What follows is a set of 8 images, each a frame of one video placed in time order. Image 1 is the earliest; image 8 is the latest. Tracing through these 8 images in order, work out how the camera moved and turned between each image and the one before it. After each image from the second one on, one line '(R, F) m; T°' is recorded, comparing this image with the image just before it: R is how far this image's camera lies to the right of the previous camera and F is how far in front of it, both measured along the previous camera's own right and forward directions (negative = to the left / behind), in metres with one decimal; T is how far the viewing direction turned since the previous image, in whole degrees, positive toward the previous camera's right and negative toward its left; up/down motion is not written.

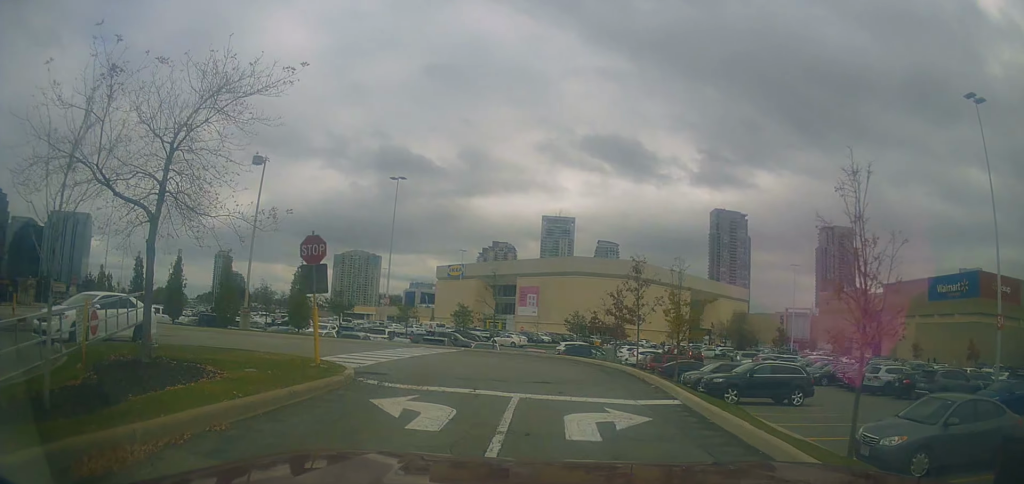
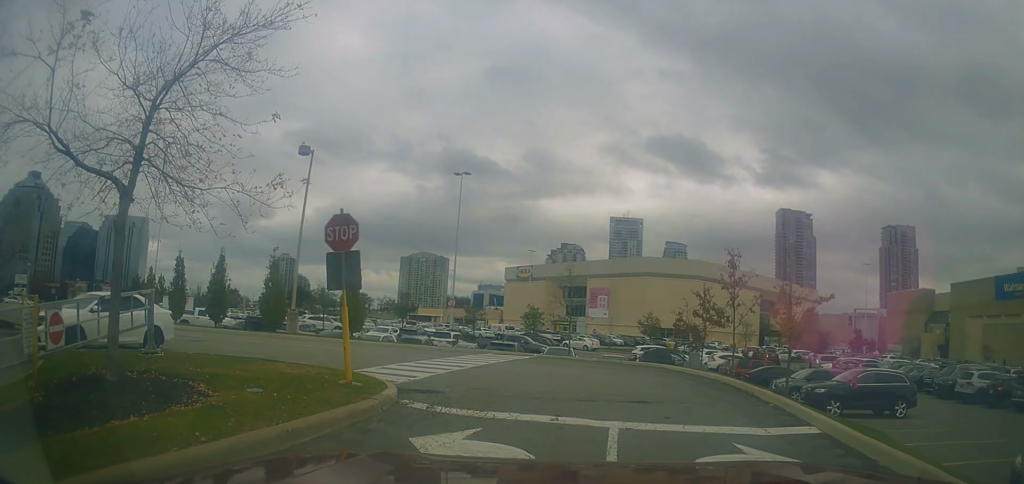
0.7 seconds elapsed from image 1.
(-0.6, +3.2) m; -6°
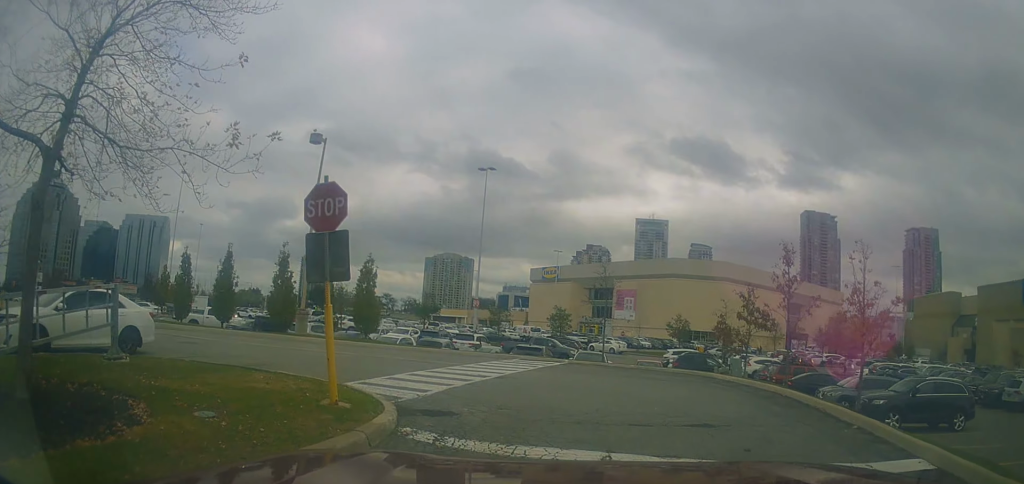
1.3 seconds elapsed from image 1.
(-0.2, +2.8) m; -4°
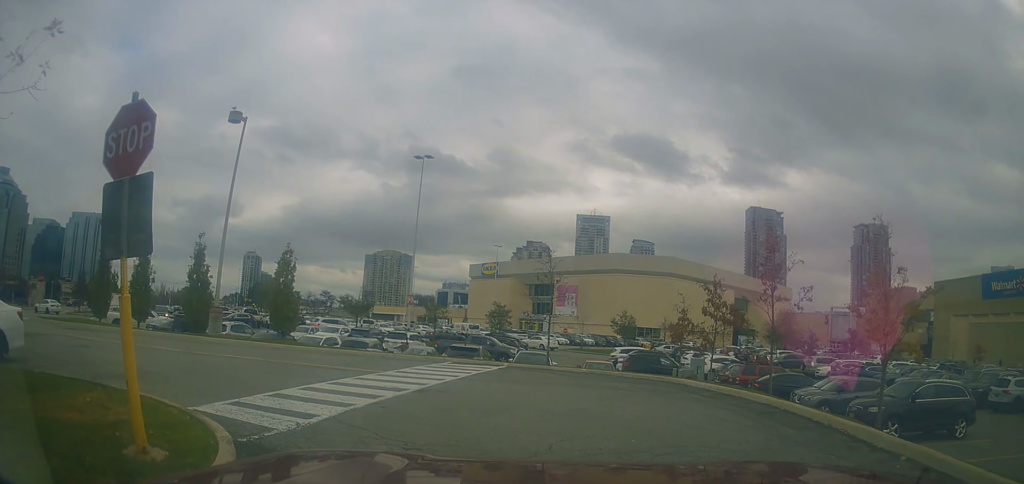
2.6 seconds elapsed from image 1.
(-0.1, +4.2) m; +1°
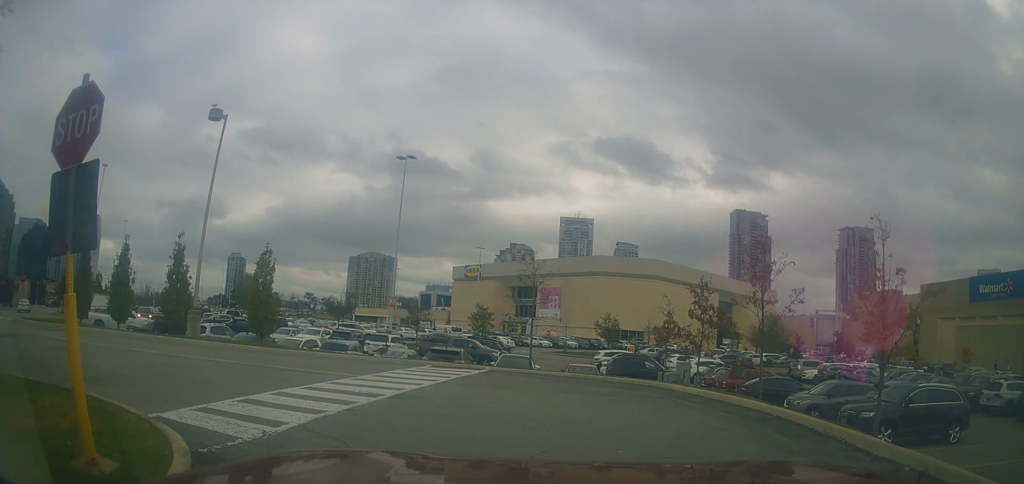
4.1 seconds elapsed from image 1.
(+0.4, +2.3) m; +2°
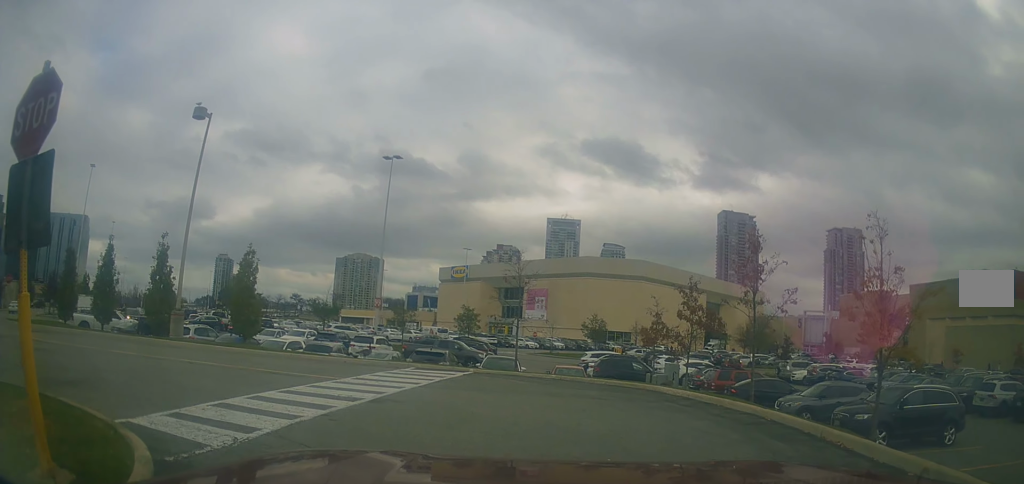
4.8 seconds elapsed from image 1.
(+0.1, +0.3) m; 0°
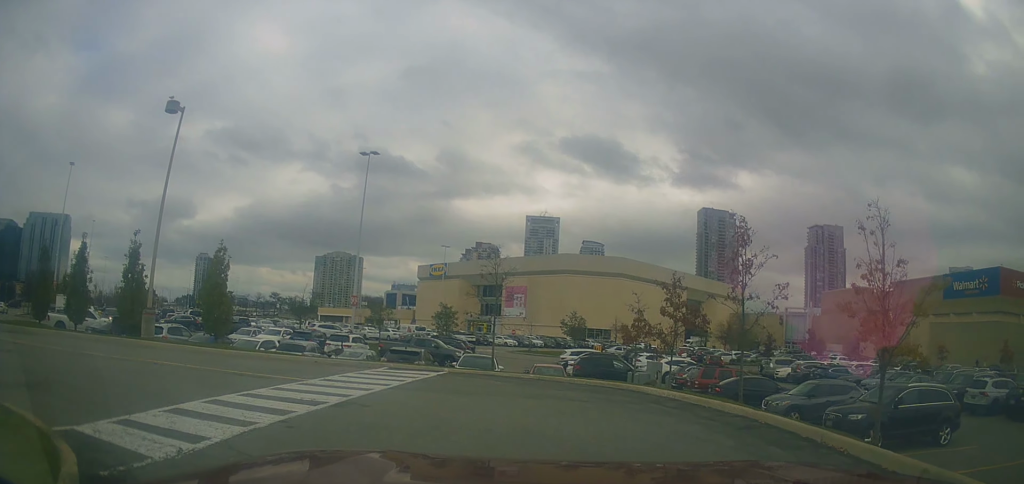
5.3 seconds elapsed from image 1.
(+0.1, +0.2) m; 0°
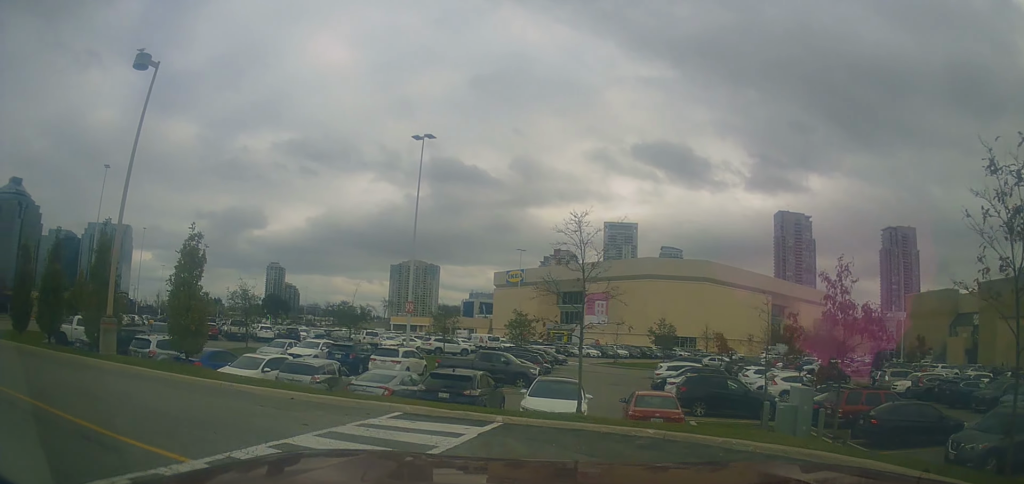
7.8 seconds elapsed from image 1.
(+0.6, +4.3) m; -2°
